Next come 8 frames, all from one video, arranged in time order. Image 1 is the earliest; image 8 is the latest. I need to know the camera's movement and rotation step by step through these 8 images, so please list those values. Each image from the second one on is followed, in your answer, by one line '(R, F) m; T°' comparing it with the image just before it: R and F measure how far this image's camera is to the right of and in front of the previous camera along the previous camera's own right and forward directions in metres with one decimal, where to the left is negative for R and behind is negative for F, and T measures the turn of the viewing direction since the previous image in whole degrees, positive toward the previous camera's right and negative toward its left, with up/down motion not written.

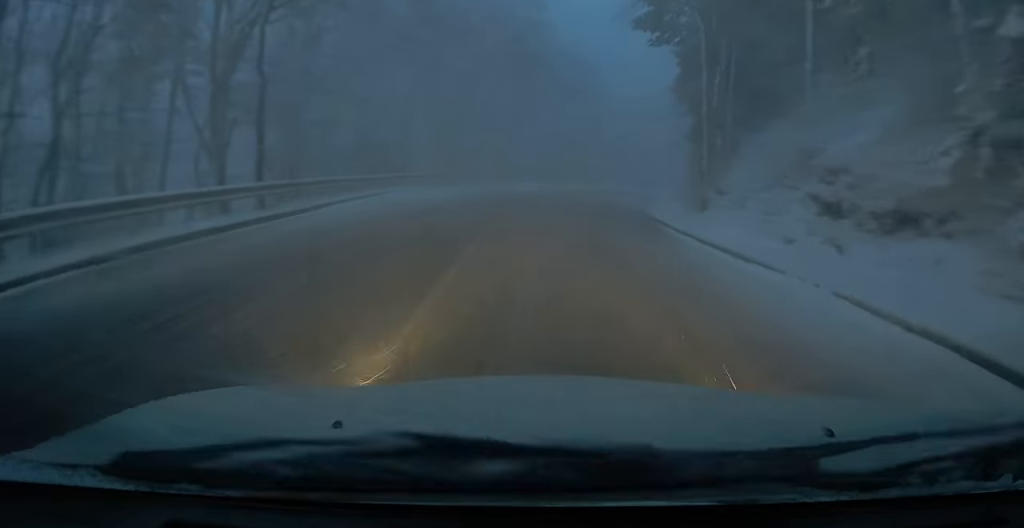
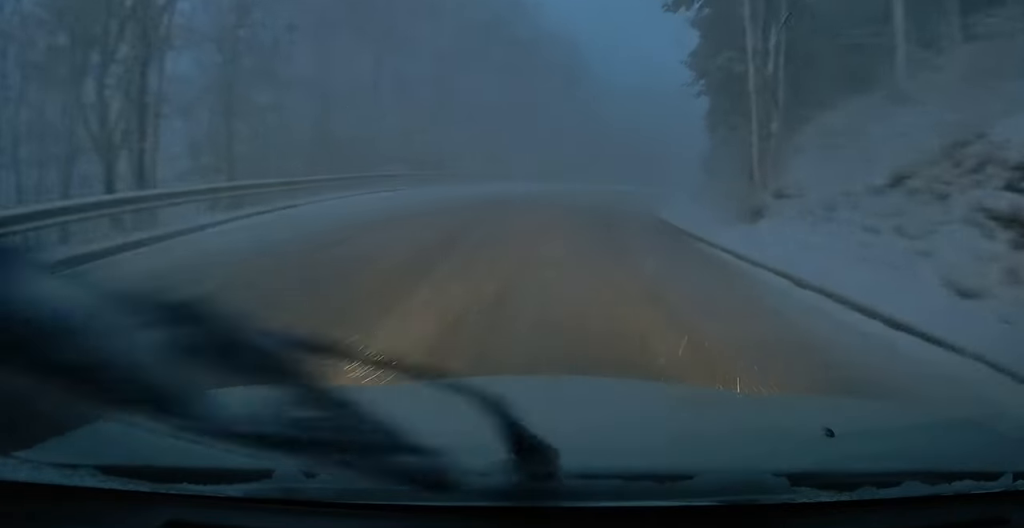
(+0.1, +5.1) m; +3°
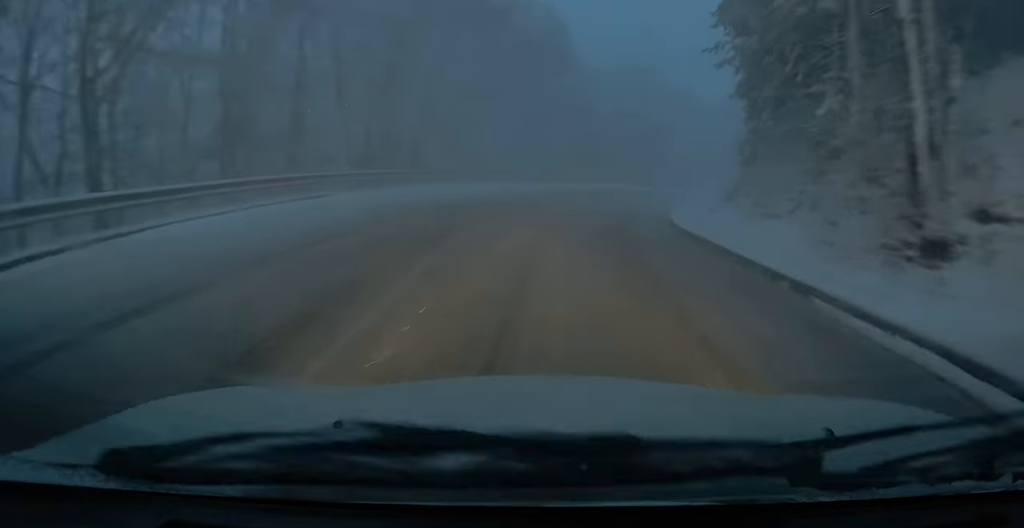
(+0.2, +6.8) m; +5°
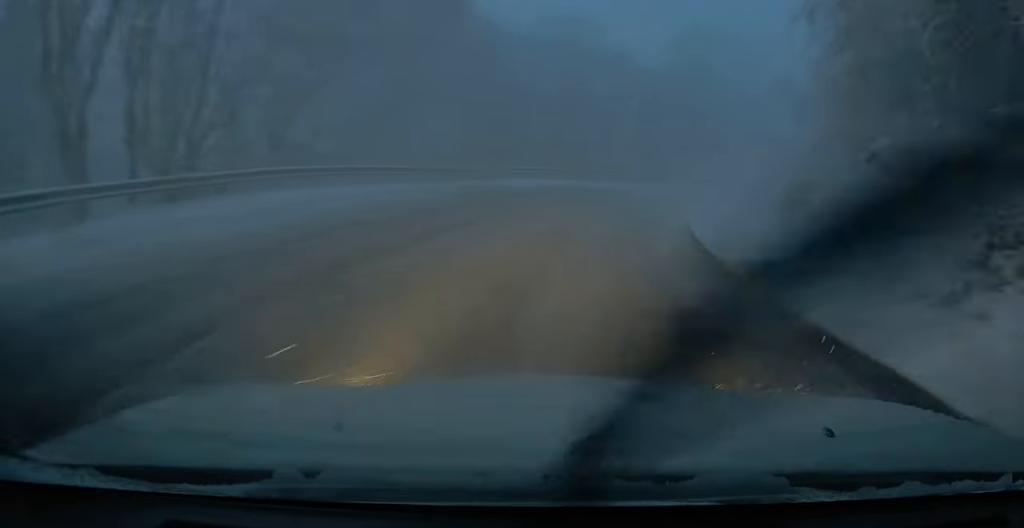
(+1.8, +13.9) m; +15°
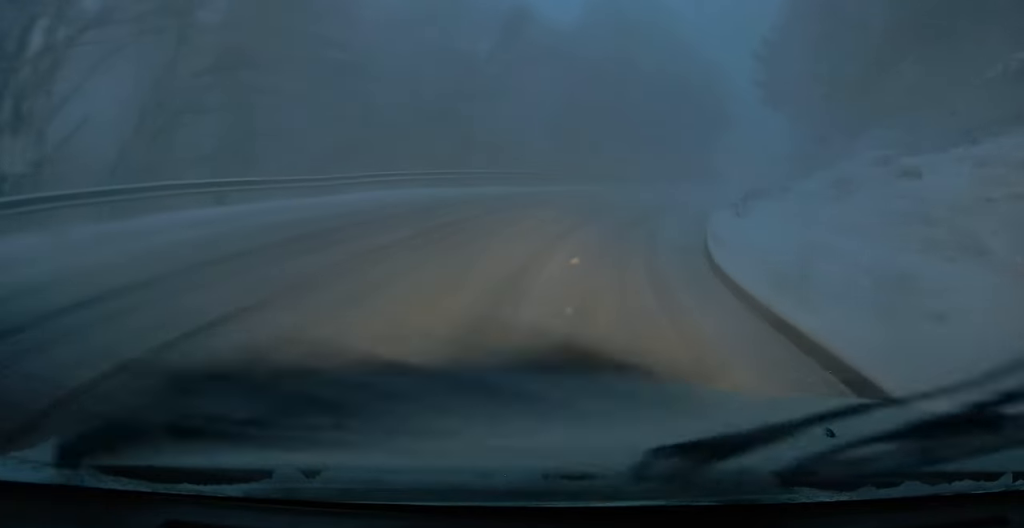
(+0.8, +10.5) m; +8°
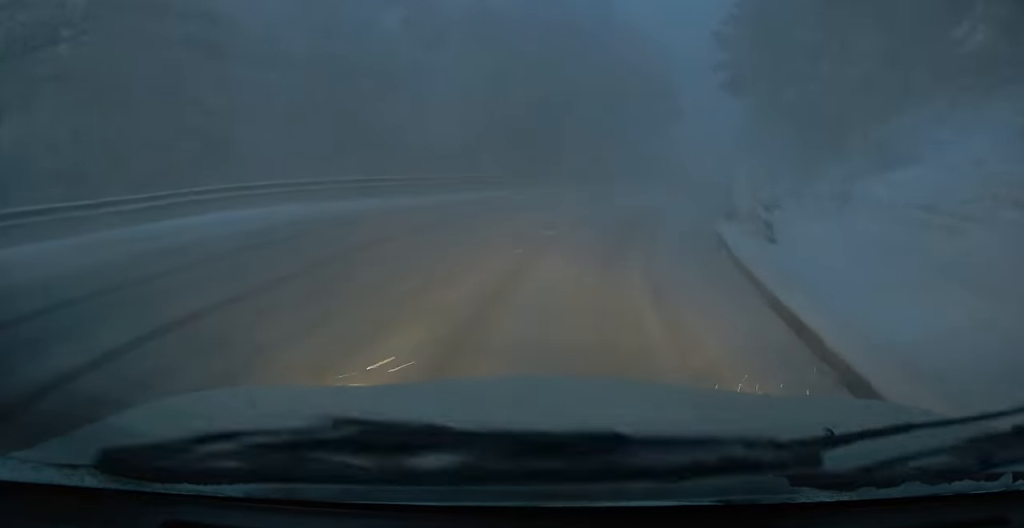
(+0.3, +7.2) m; +5°
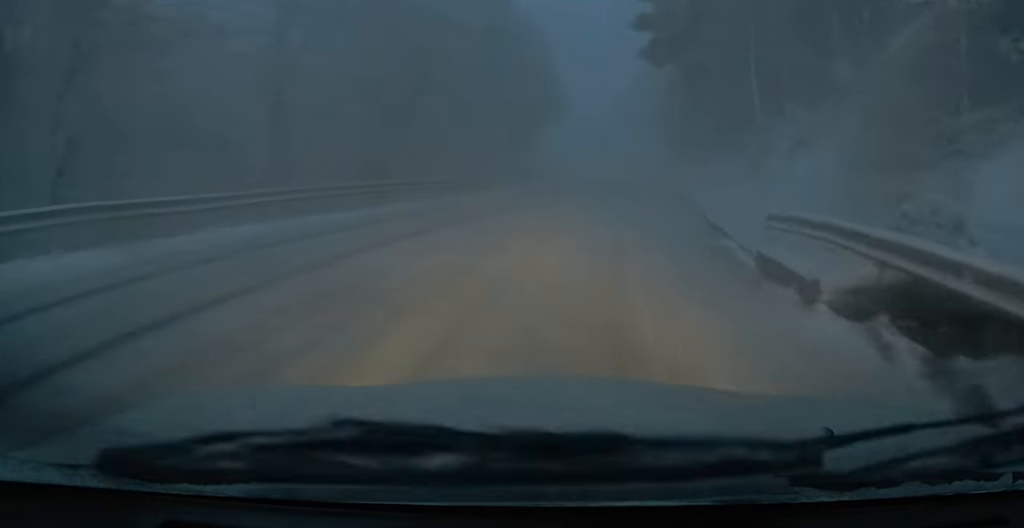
(+1.0, +12.4) m; +8°
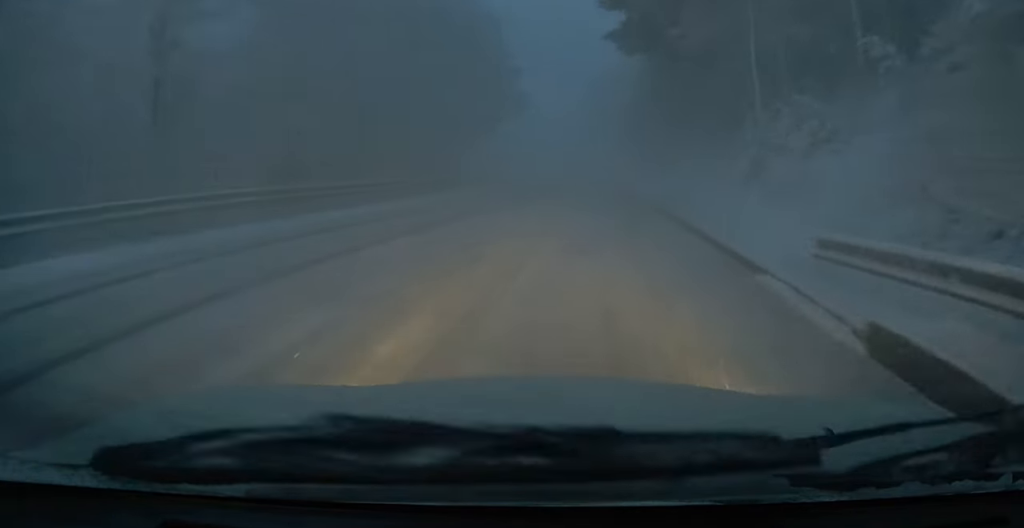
(+0.1, +4.3) m; +2°
